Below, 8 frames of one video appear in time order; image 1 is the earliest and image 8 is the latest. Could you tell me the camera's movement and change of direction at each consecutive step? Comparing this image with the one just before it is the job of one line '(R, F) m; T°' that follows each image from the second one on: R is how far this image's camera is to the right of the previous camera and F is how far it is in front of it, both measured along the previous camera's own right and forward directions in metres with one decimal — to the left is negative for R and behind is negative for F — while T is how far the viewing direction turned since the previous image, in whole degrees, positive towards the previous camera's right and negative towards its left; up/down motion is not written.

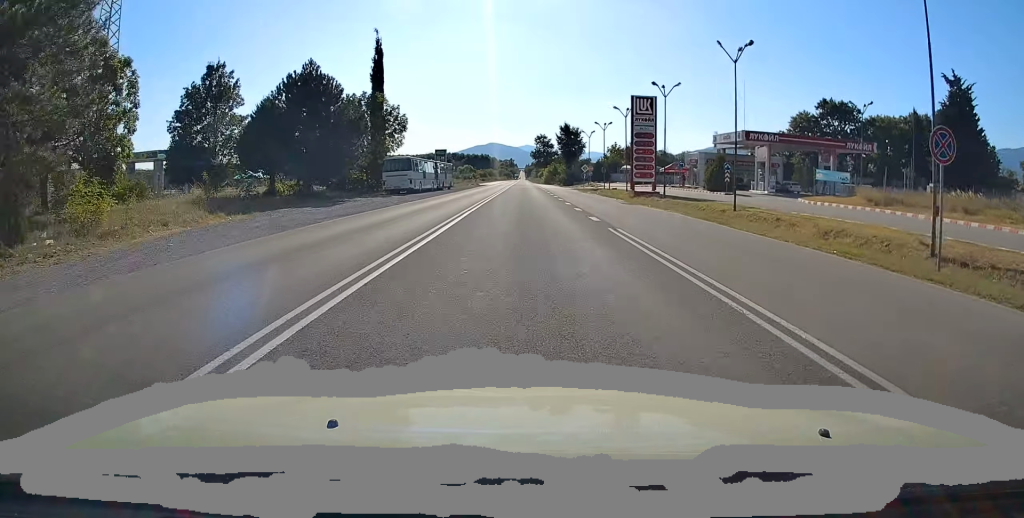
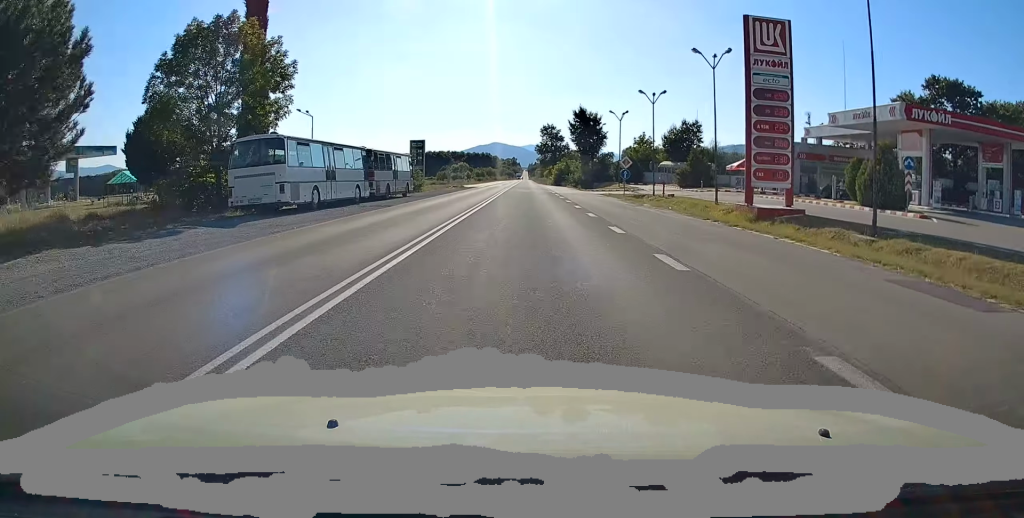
(+0.4, +28.3) m; +1°
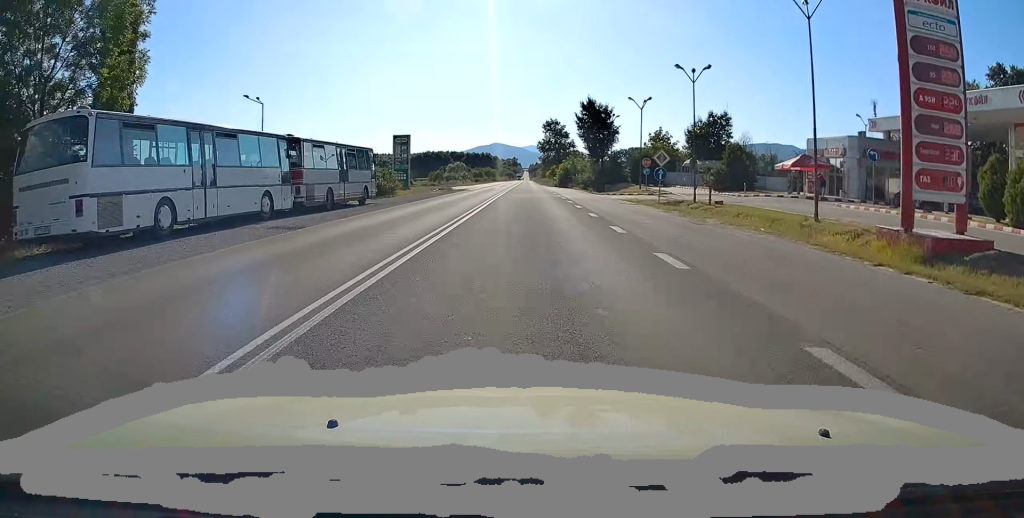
(0.0, +11.9) m; -1°
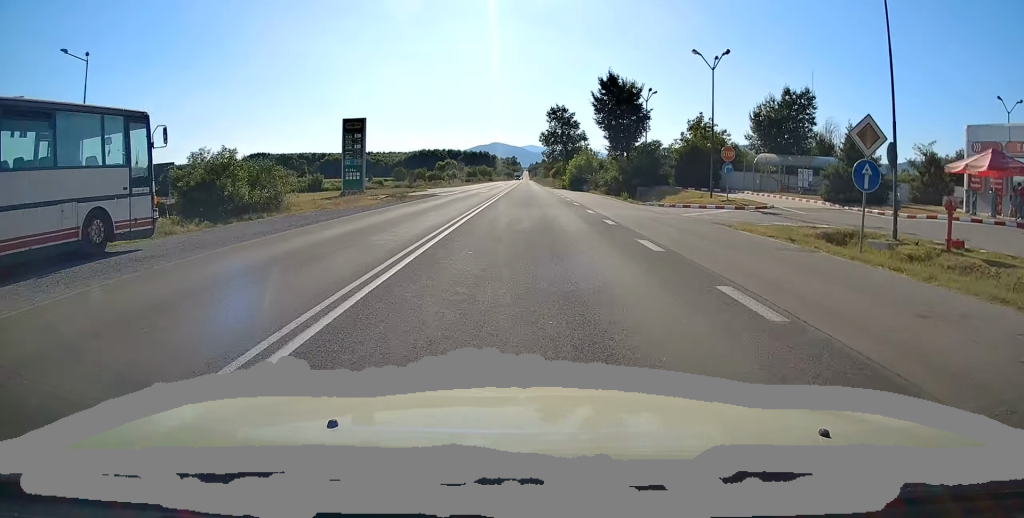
(-0.3, +21.4) m; 0°
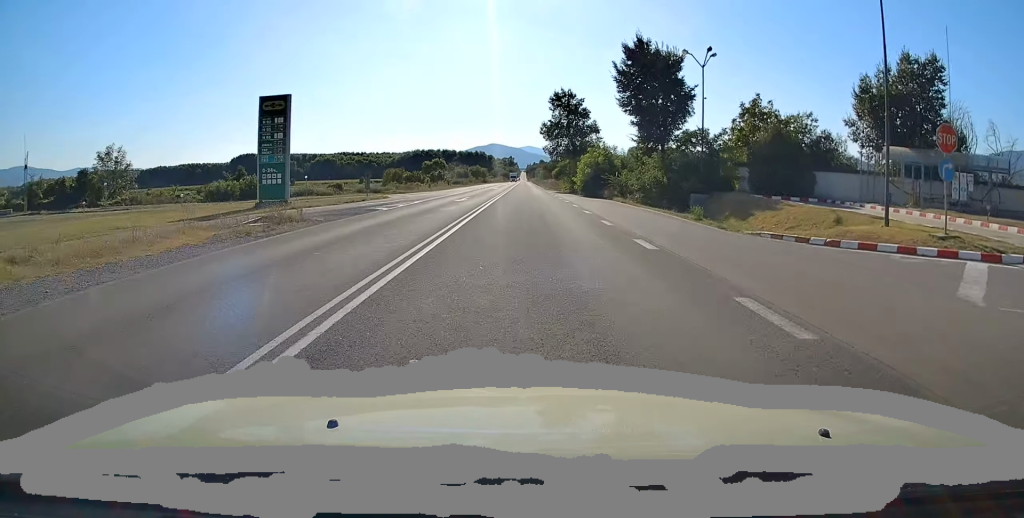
(0.0, +17.7) m; +1°
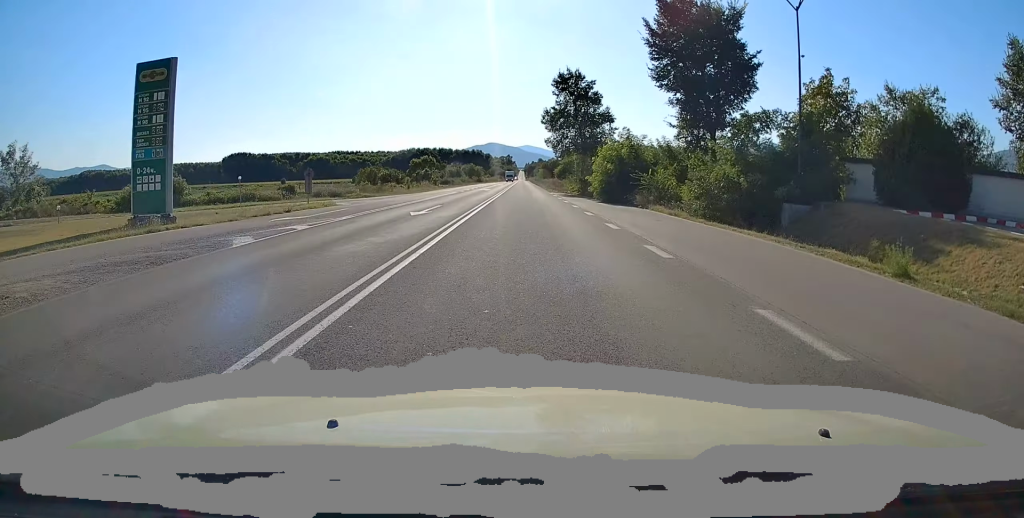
(+0.2, +13.2) m; +1°
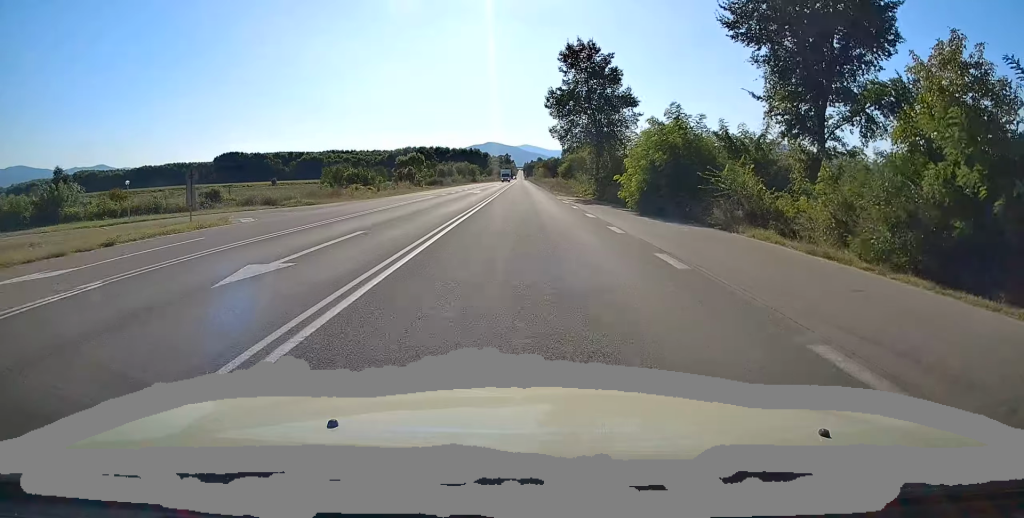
(0.0, +13.3) m; -1°
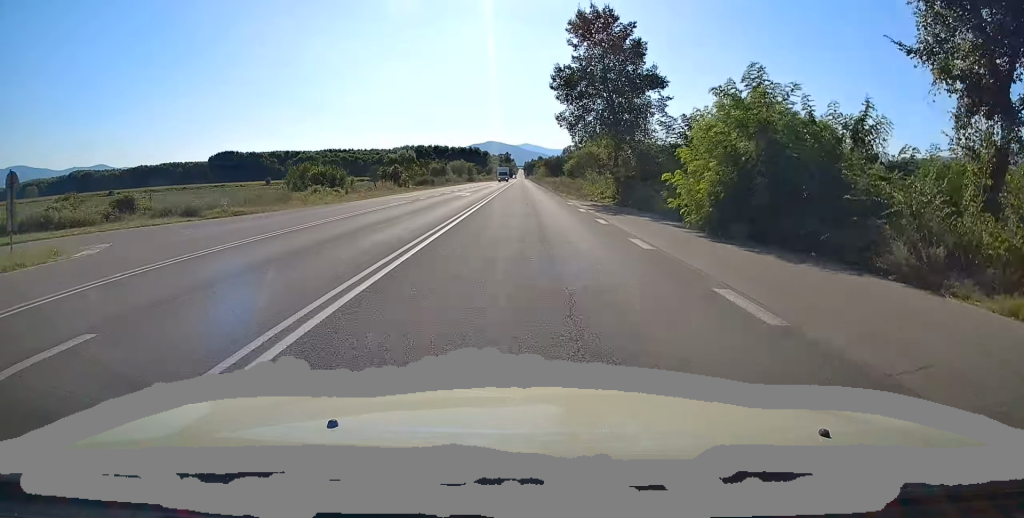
(+0.1, +9.6) m; 0°
